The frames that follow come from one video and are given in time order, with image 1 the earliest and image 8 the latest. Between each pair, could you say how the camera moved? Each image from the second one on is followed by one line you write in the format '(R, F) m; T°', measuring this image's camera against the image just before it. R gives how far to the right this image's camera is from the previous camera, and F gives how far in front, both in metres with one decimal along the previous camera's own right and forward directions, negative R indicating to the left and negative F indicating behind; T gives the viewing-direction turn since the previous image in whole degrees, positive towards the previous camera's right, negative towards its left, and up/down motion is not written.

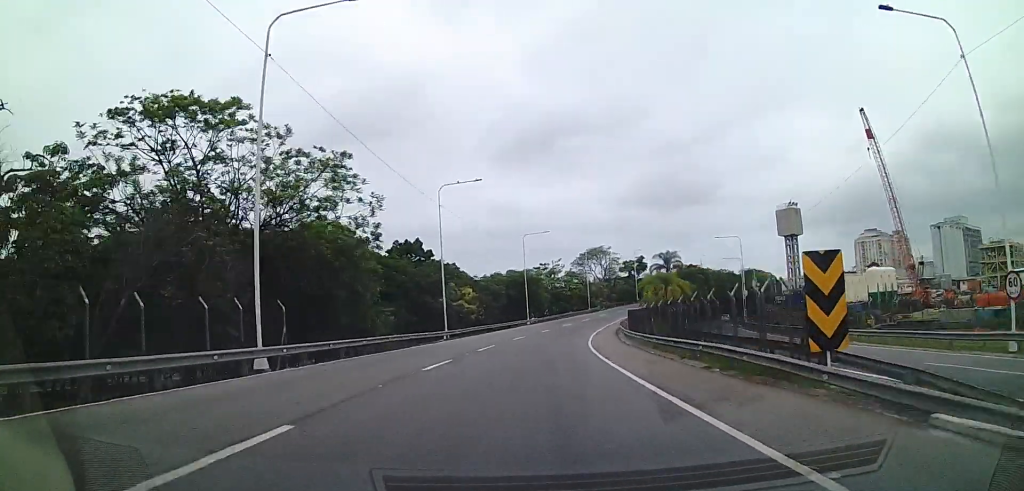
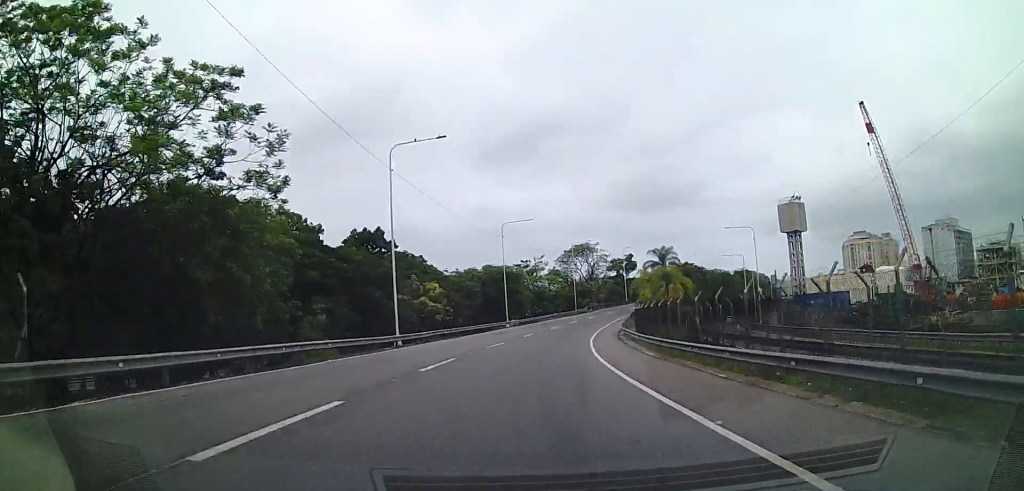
(-0.1, +11.6) m; +3°
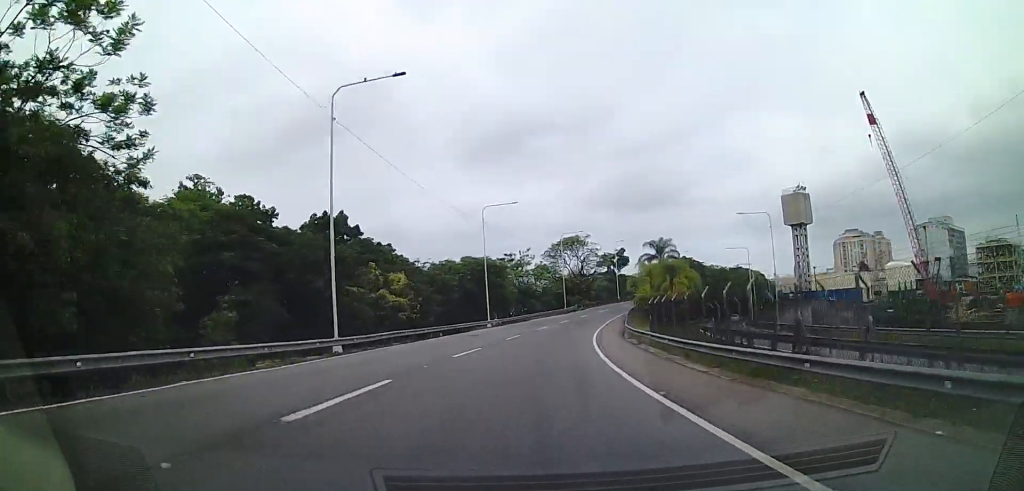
(+0.4, +9.0) m; +1°
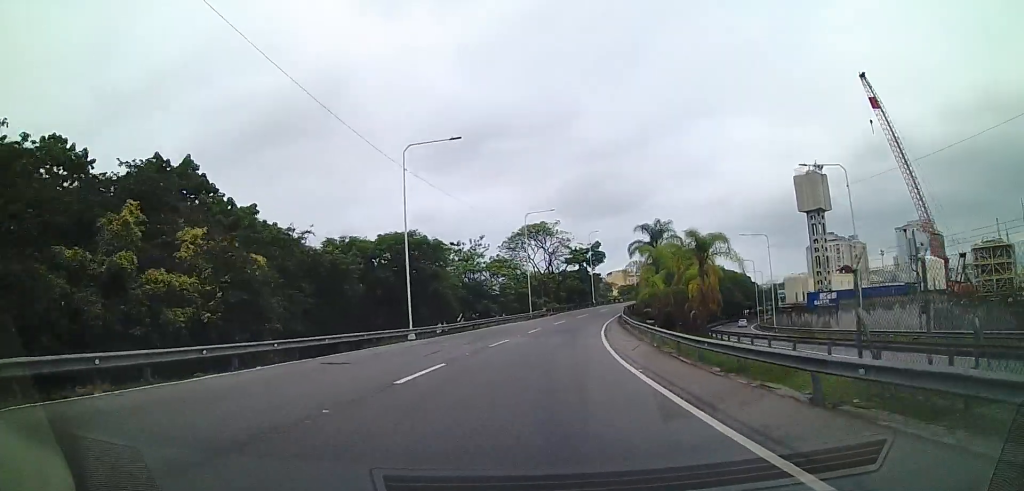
(+0.2, +22.8) m; +3°
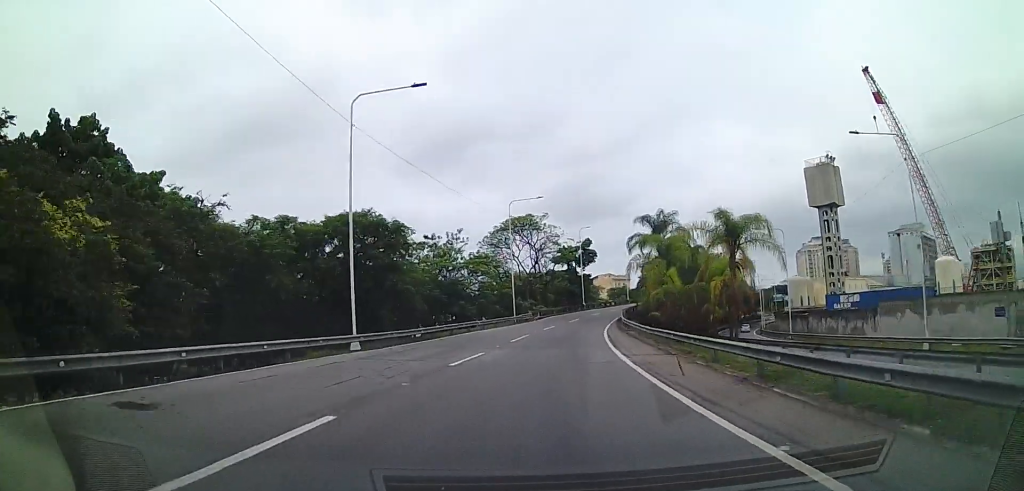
(+0.4, +9.0) m; +3°
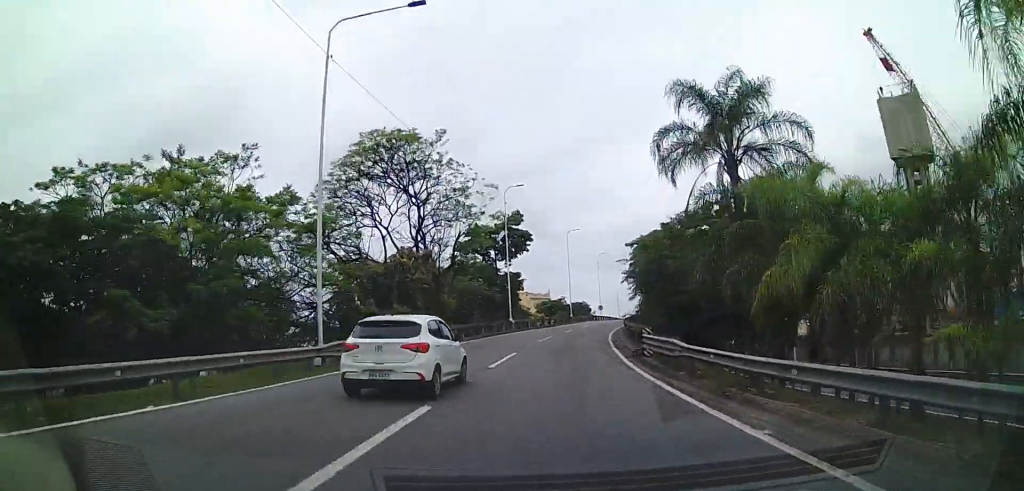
(+3.2, +40.2) m; +8°
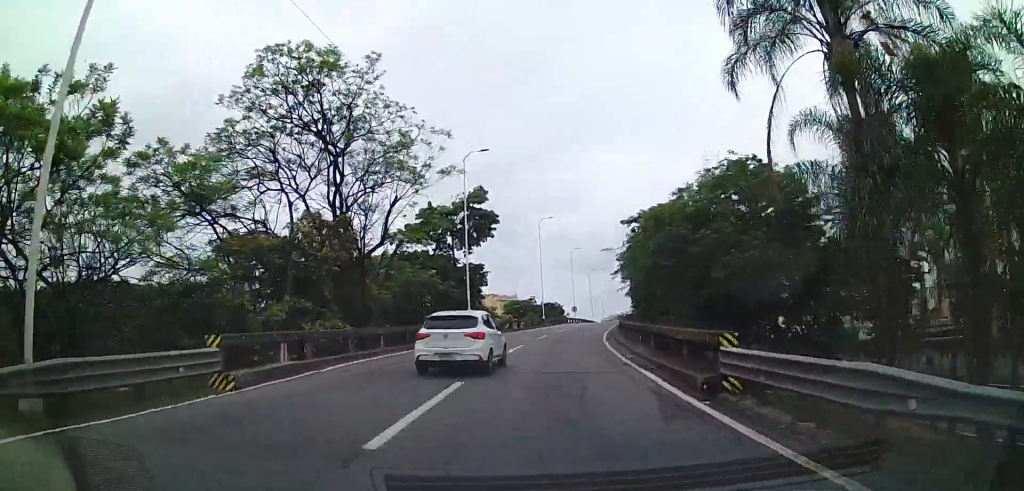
(+0.5, +11.0) m; +2°
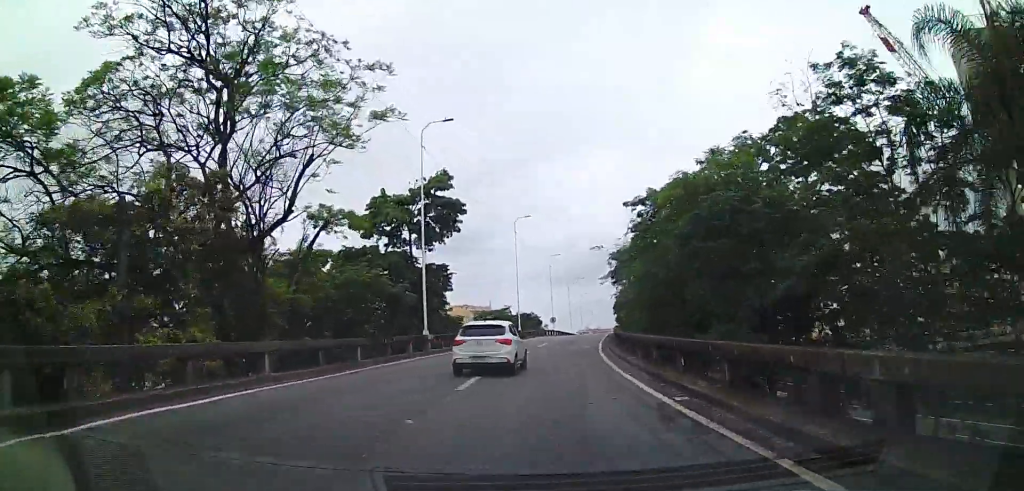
(+0.1, +8.4) m; +2°
